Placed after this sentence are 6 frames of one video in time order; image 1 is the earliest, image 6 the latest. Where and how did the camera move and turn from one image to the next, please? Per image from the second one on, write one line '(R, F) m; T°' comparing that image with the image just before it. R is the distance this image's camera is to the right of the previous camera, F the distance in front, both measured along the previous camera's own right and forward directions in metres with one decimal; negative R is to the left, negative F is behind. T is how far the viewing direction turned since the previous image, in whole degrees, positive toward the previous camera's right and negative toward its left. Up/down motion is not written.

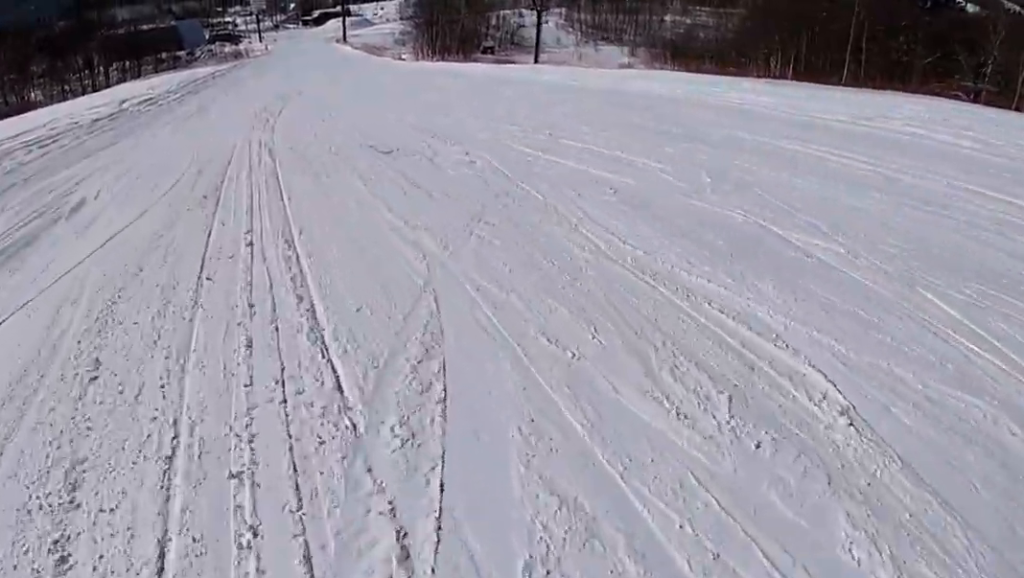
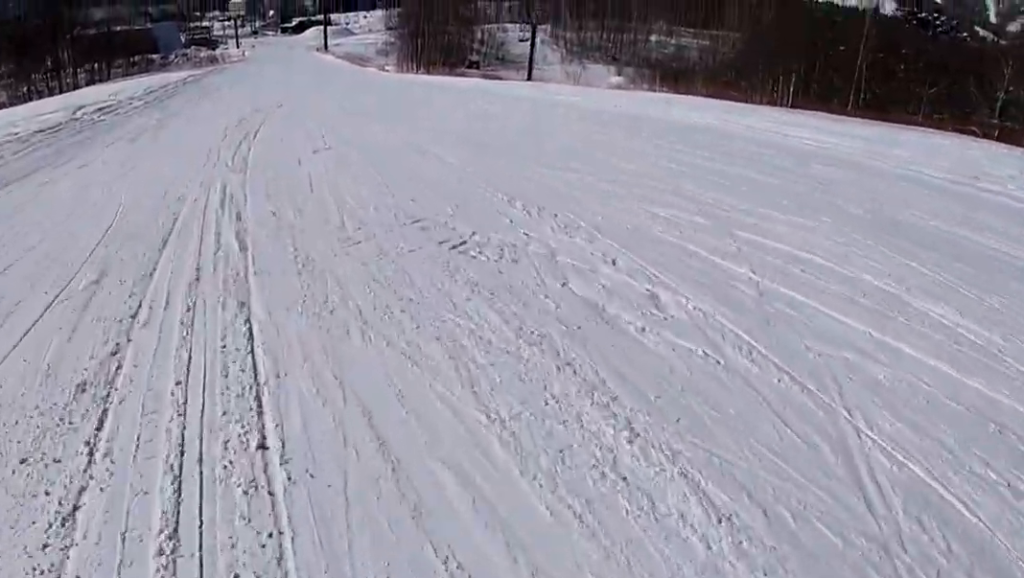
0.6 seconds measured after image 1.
(-0.2, +5.4) m; +1°
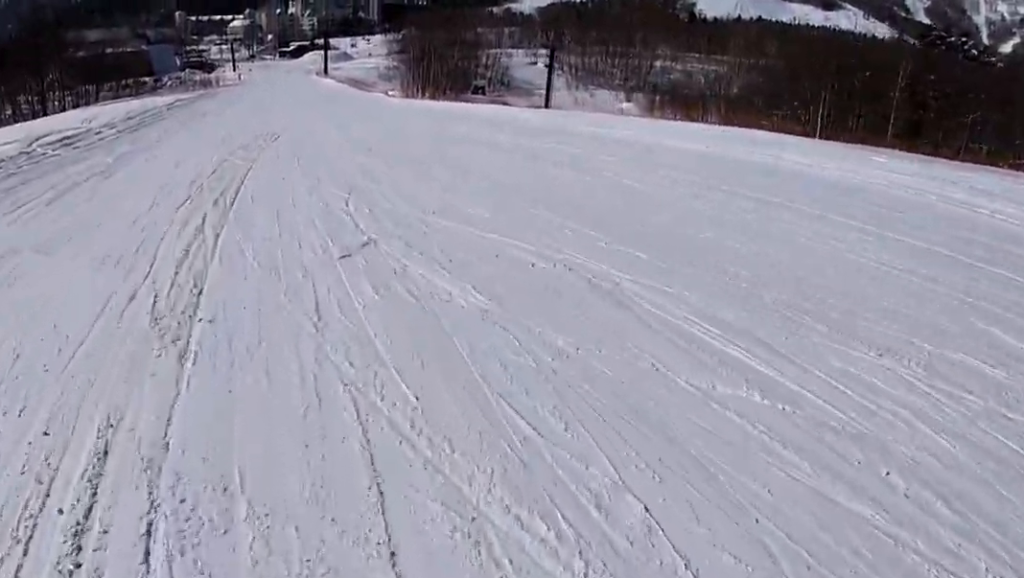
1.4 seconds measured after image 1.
(+0.5, +6.9) m; +6°
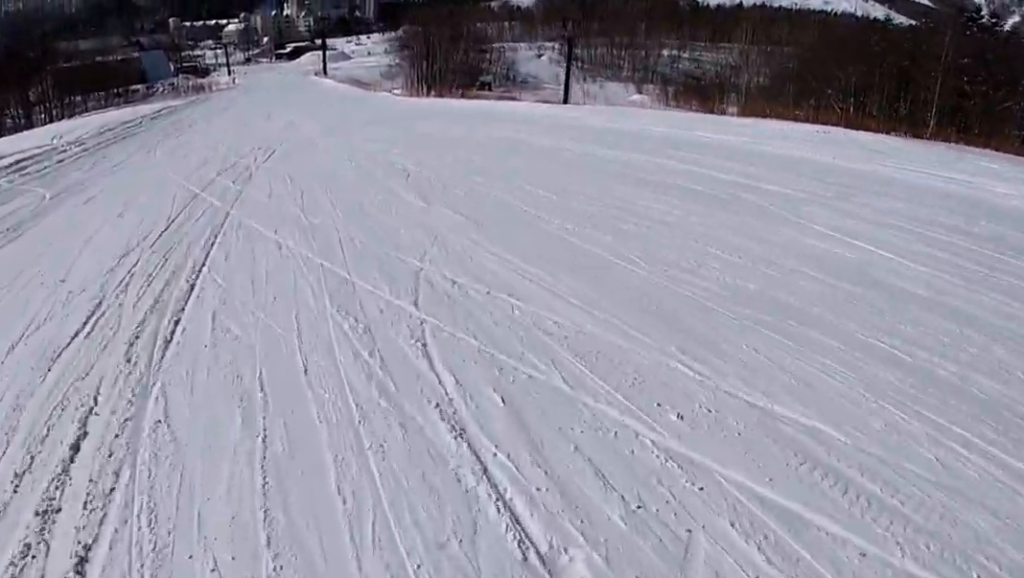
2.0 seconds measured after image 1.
(+0.2, +5.9) m; -4°
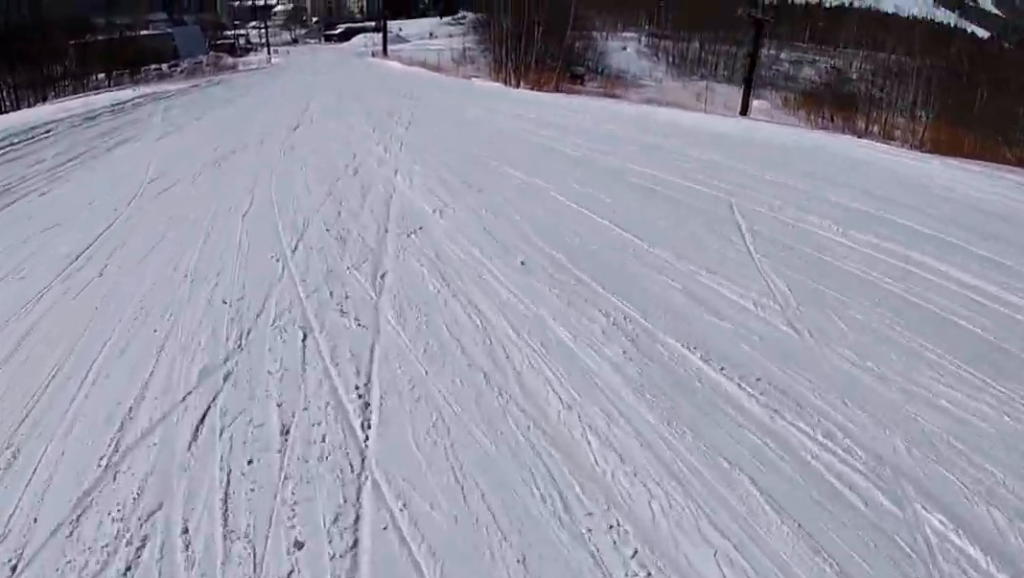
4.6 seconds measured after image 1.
(-0.5, +22.7) m; +3°
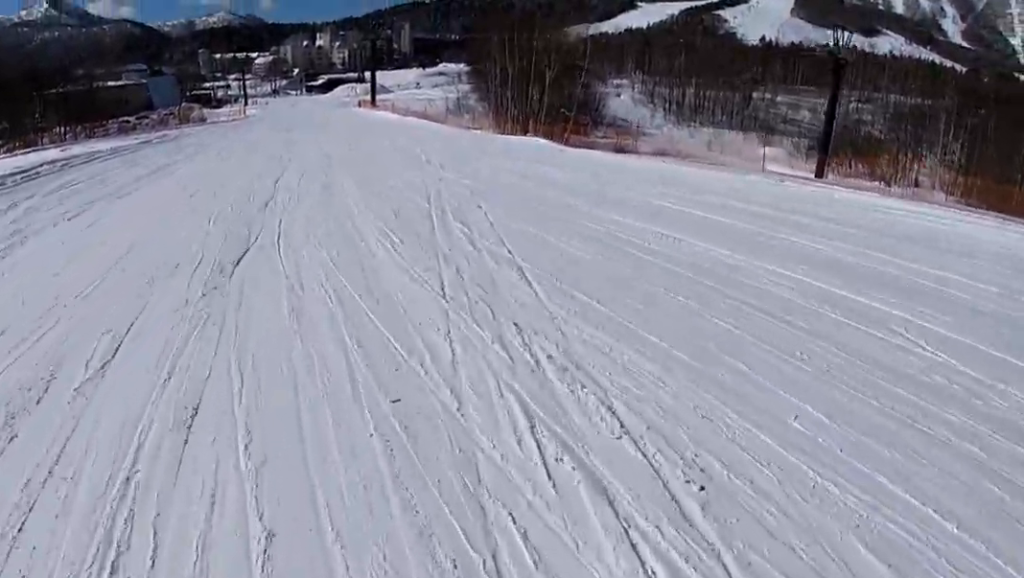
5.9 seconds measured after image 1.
(-1.3, +10.5) m; -11°
